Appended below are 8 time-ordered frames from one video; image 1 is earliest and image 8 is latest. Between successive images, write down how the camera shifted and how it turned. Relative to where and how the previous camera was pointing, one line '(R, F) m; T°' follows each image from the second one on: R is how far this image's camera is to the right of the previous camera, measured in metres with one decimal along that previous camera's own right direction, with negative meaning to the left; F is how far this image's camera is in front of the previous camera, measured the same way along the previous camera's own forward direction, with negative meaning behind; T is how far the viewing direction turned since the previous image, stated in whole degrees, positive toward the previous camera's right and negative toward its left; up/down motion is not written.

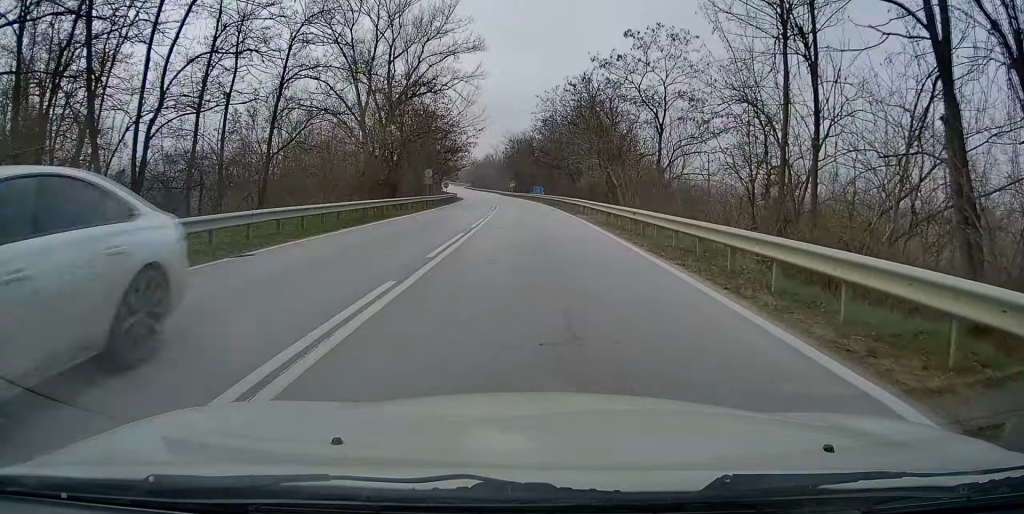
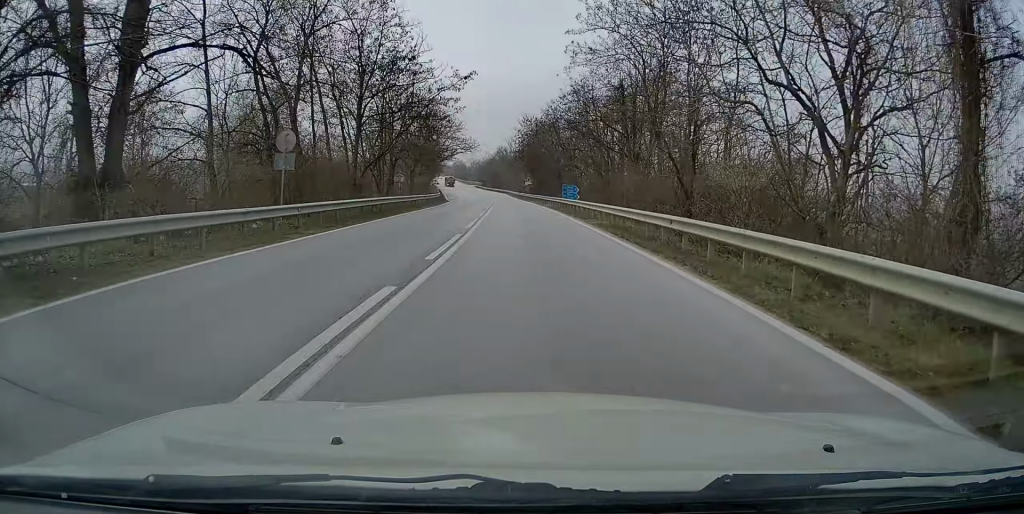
(-0.5, +36.2) m; -2°
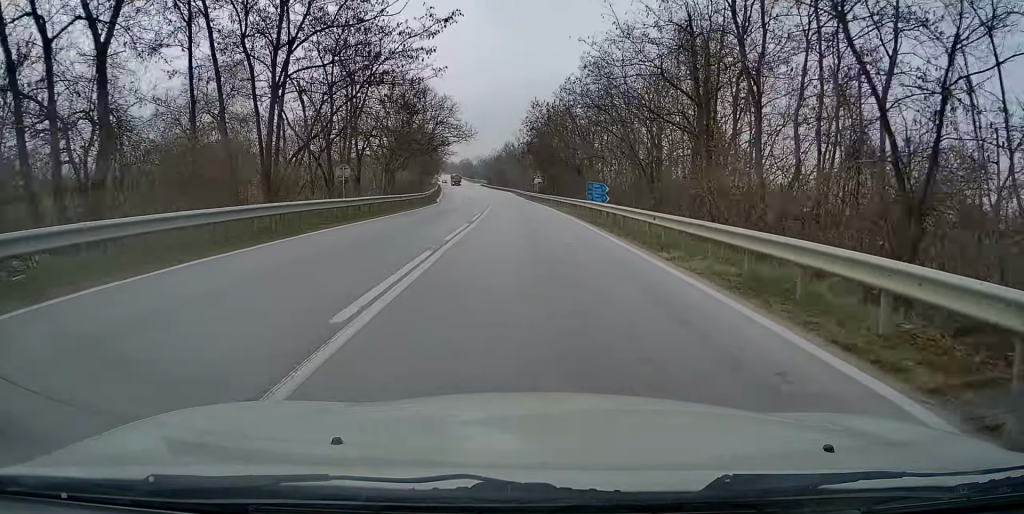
(-0.1, +14.3) m; -1°
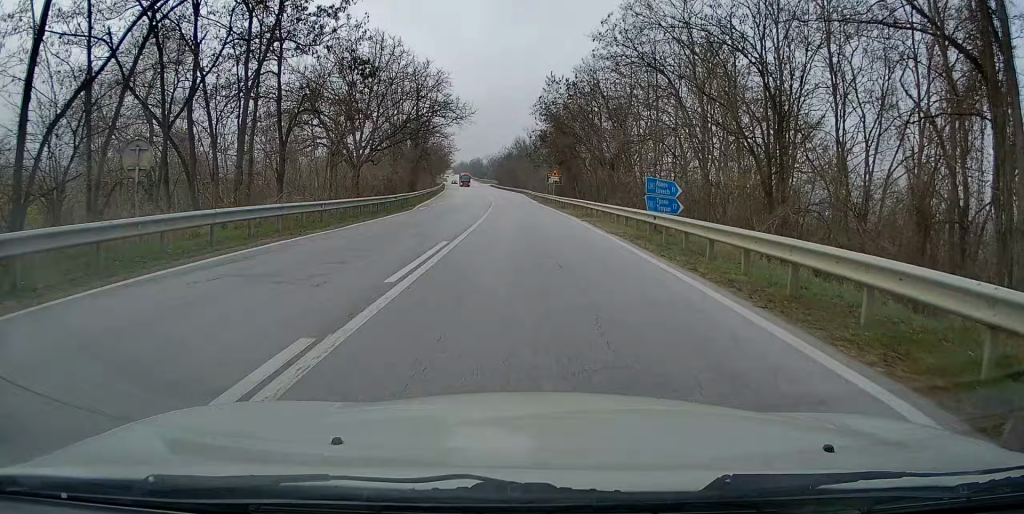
(+0.1, +15.2) m; -1°
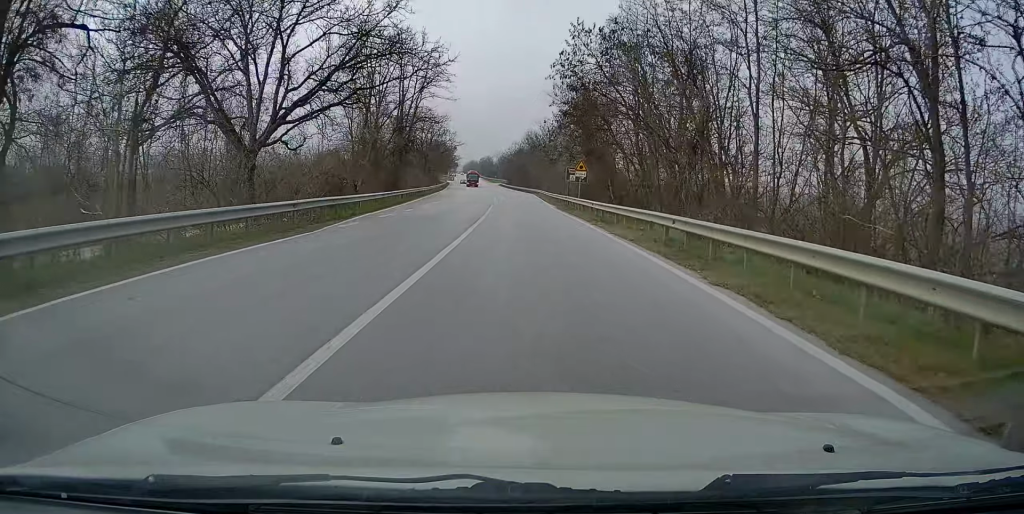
(-0.4, +18.0) m; -1°
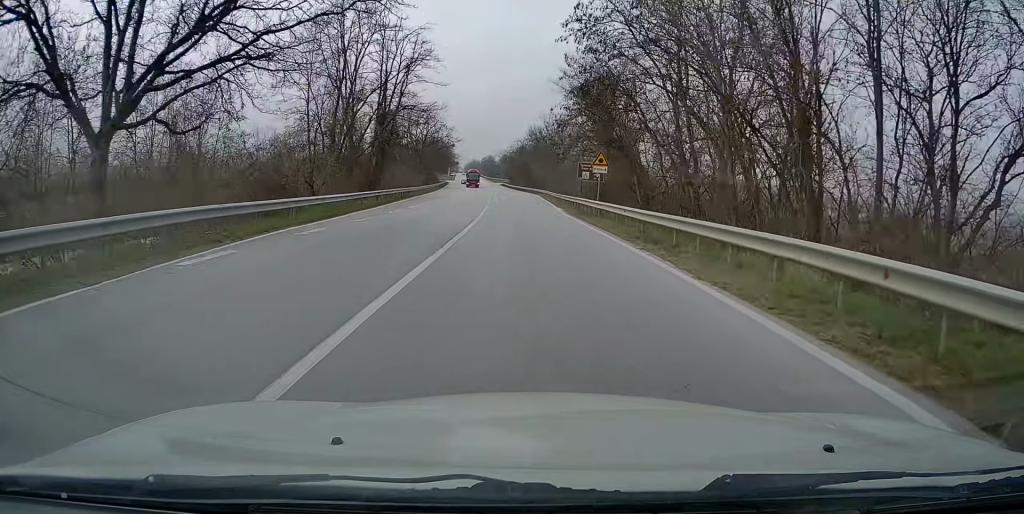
(0.0, +9.0) m; 0°
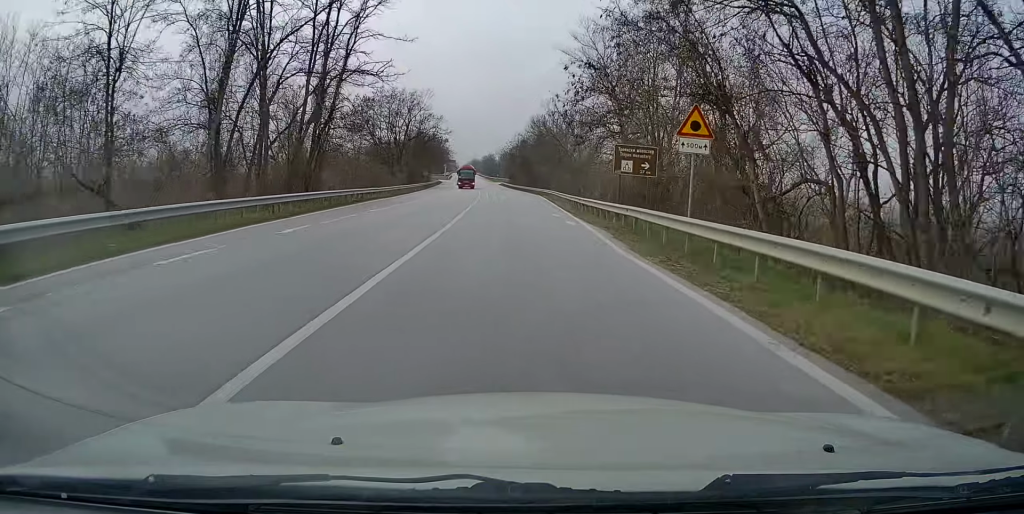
(0.0, +17.9) m; 0°
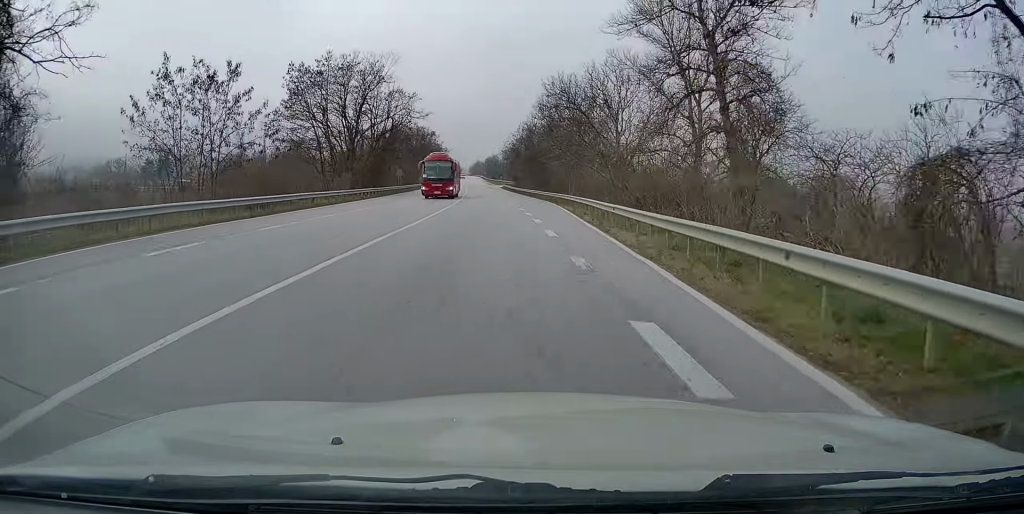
(0.0, +28.3) m; 0°
